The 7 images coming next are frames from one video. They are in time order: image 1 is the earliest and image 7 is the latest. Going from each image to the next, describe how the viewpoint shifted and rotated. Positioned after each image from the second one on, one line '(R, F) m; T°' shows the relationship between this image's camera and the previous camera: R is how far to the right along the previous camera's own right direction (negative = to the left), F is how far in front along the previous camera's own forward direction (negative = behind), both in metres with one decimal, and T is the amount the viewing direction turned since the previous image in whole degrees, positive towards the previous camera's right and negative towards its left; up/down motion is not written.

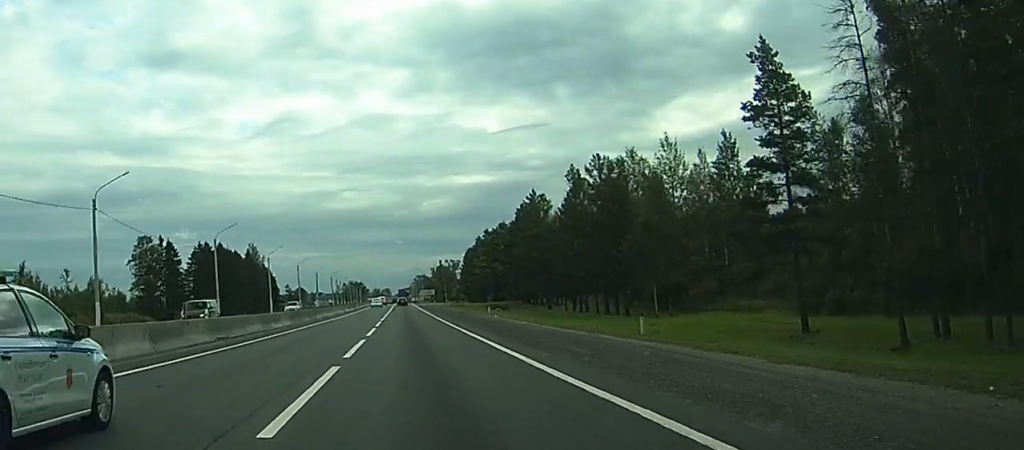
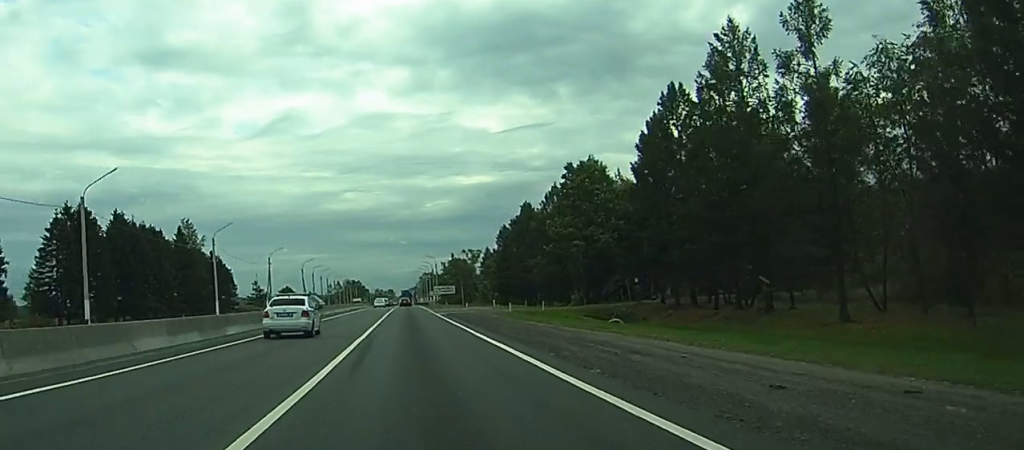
(-0.1, +81.5) m; 0°
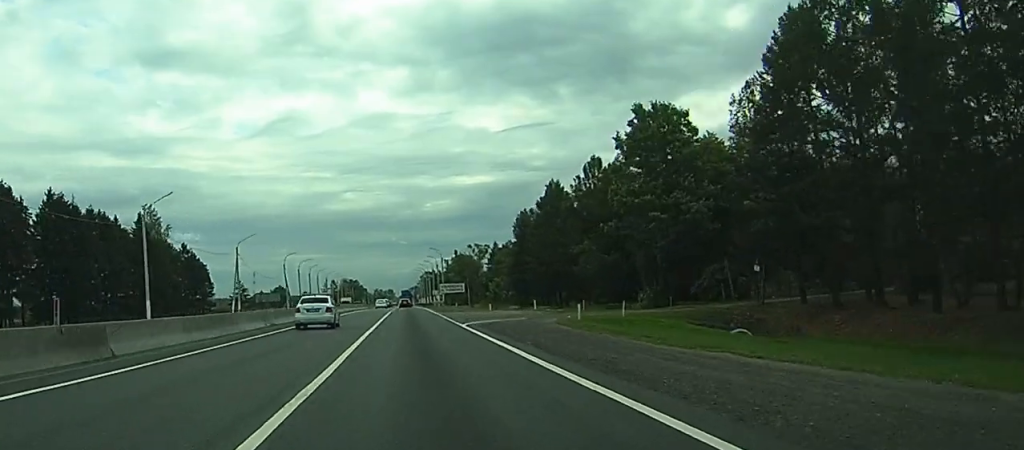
(-0.1, +26.4) m; 0°
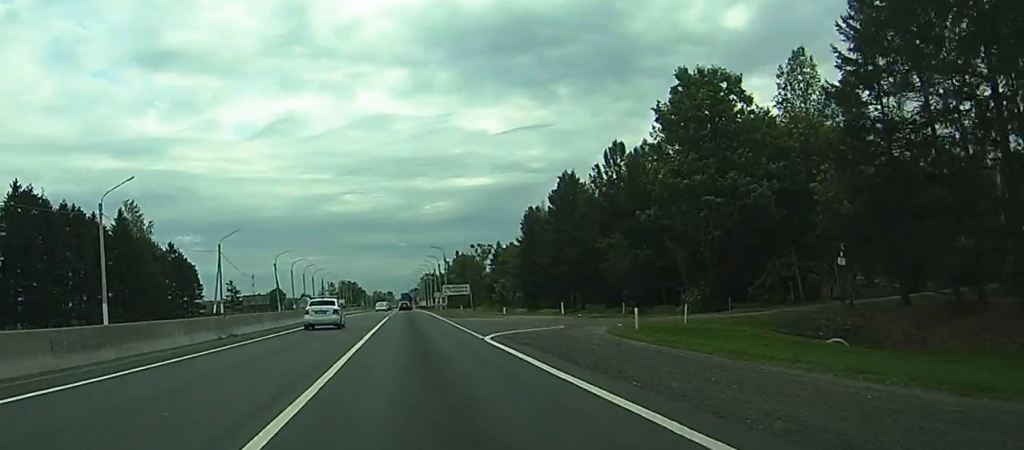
(0.0, +10.2) m; 0°
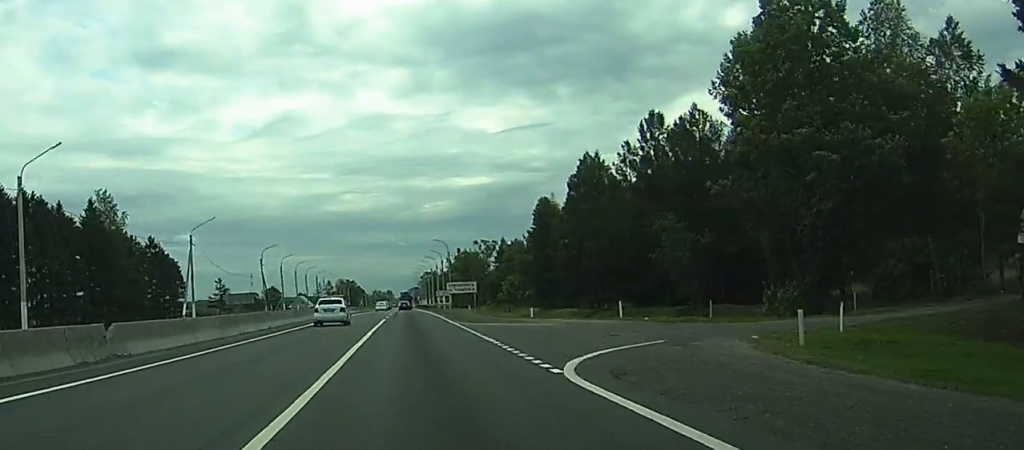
(0.0, +13.3) m; 0°
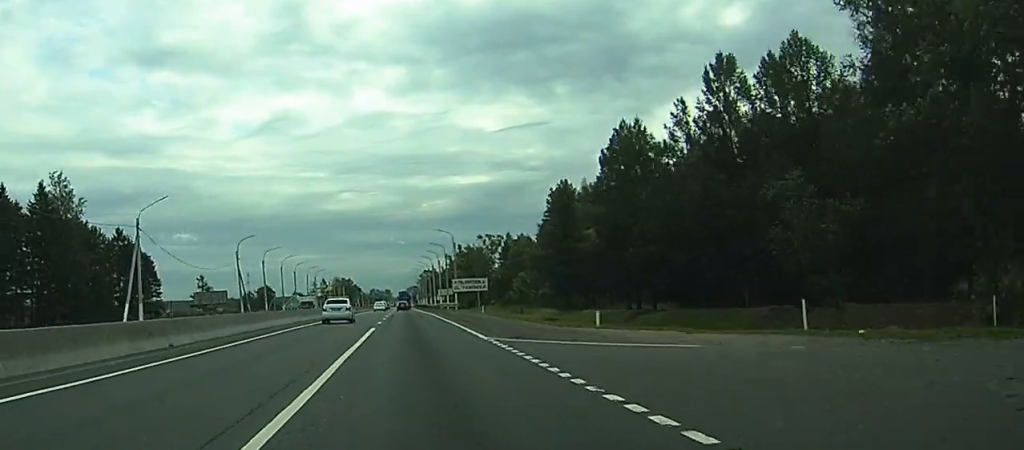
(0.0, +16.9) m; 0°
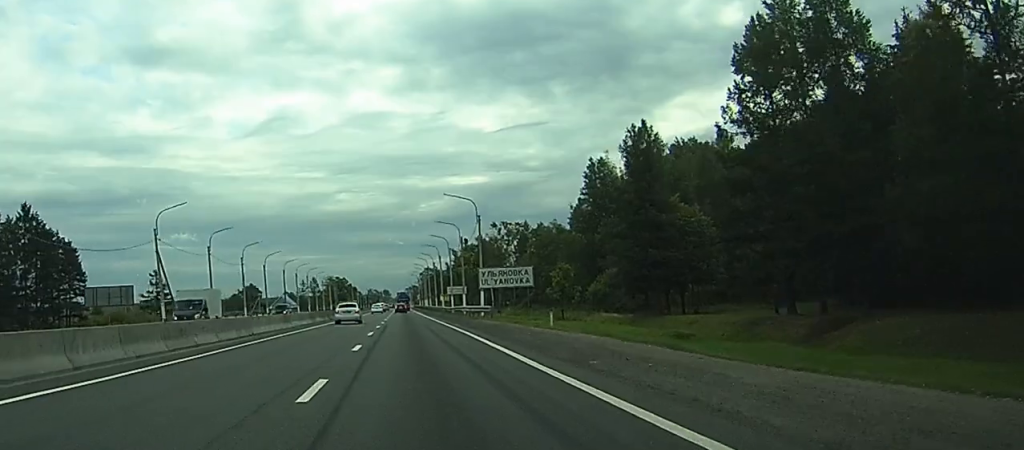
(+0.1, +35.2) m; +1°
